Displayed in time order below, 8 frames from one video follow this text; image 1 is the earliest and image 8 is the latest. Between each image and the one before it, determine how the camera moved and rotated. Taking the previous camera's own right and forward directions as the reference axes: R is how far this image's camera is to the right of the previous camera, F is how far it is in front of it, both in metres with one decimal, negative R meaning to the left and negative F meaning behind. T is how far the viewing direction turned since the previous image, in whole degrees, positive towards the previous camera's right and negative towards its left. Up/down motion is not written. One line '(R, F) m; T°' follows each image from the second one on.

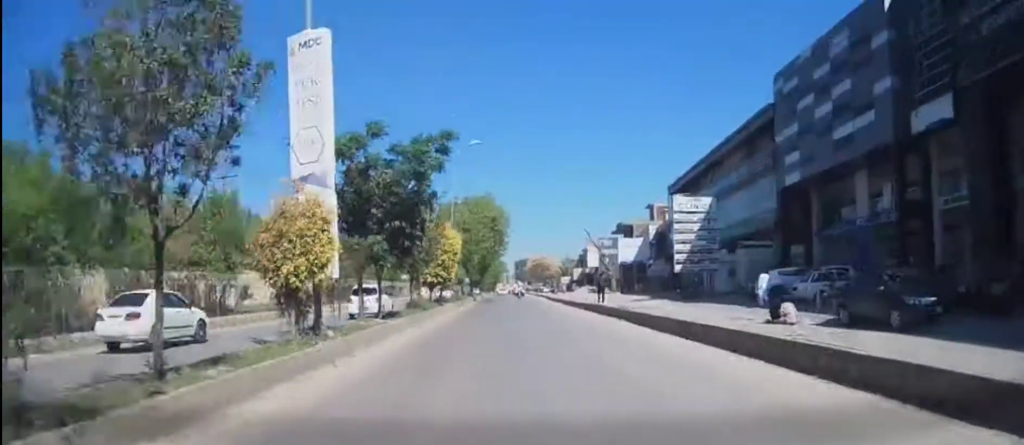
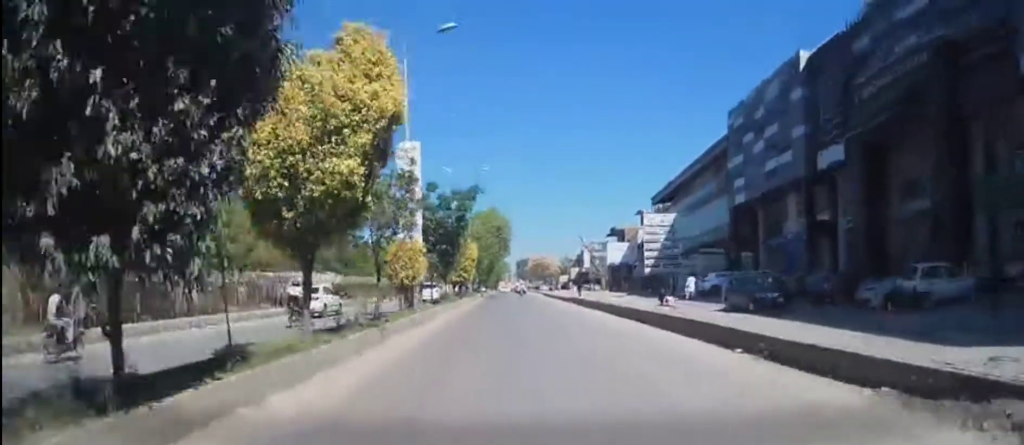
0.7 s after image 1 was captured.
(+0.1, +11.1) m; +1°
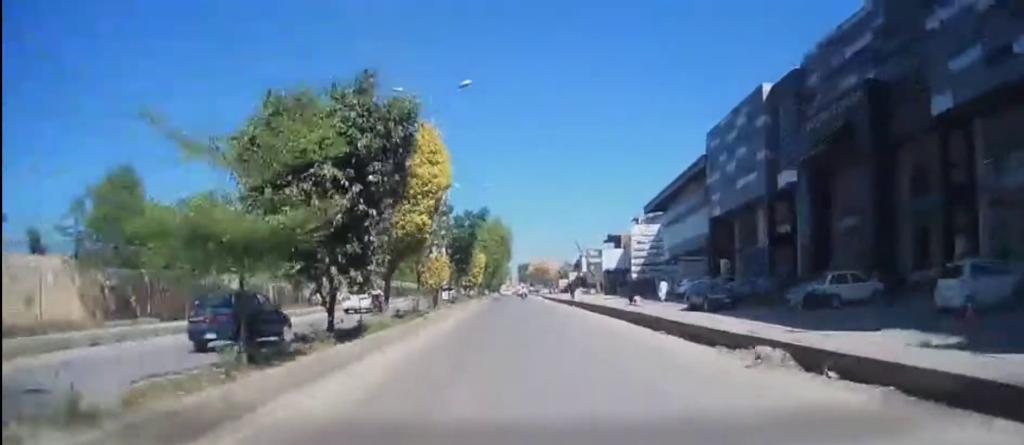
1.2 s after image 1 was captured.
(+0.2, +6.8) m; 0°
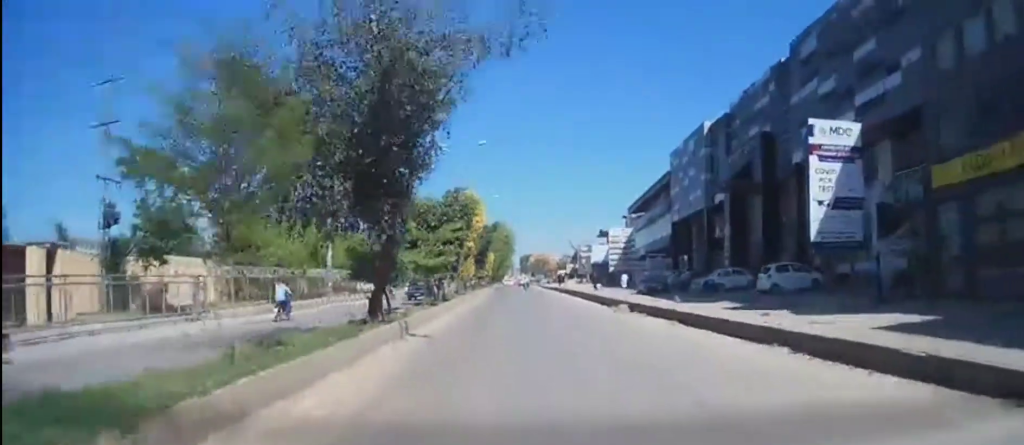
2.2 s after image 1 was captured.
(-0.1, +15.8) m; -1°
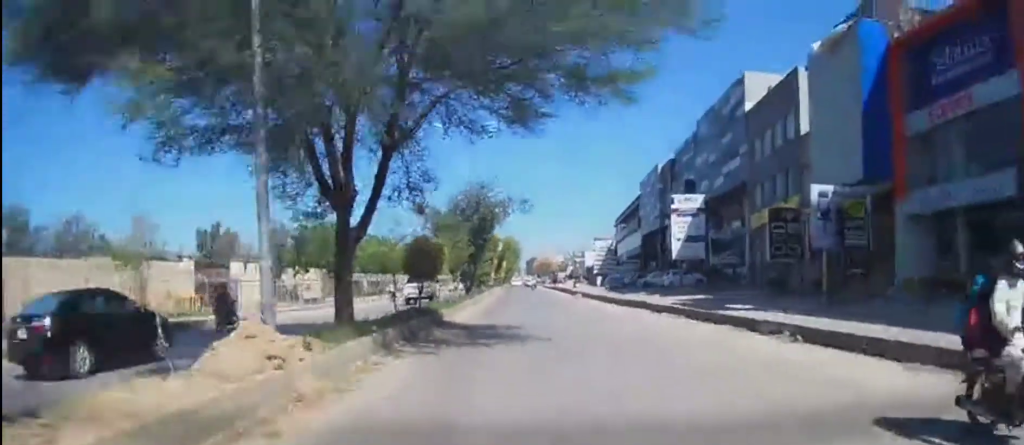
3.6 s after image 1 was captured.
(-0.1, +23.4) m; -1°
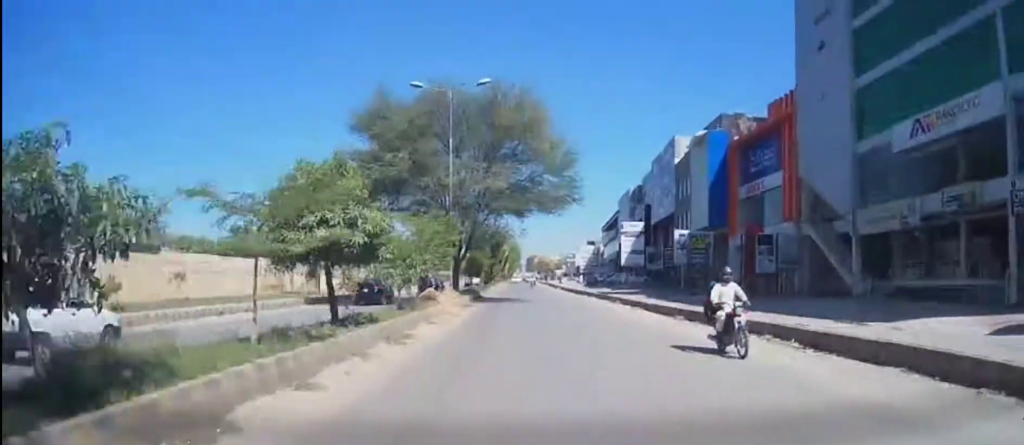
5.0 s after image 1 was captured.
(-0.2, +22.9) m; 0°
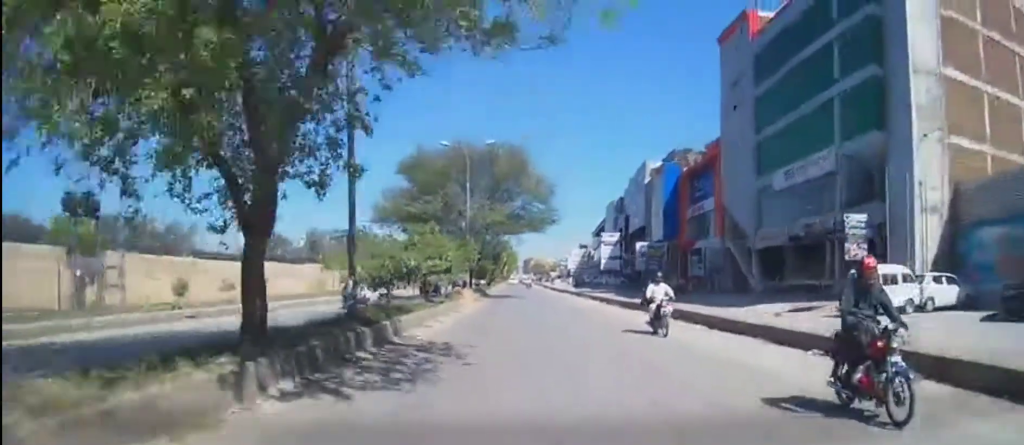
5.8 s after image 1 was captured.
(+0.1, +13.7) m; 0°
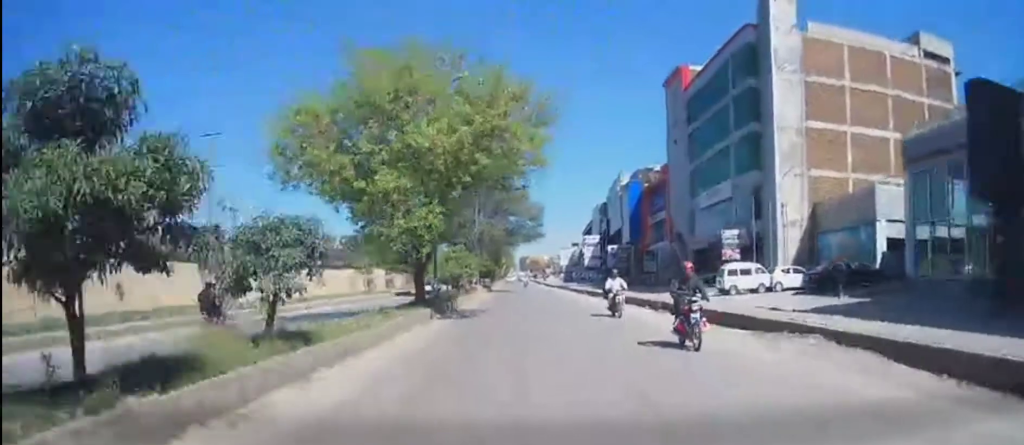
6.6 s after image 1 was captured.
(+0.2, +15.2) m; 0°
